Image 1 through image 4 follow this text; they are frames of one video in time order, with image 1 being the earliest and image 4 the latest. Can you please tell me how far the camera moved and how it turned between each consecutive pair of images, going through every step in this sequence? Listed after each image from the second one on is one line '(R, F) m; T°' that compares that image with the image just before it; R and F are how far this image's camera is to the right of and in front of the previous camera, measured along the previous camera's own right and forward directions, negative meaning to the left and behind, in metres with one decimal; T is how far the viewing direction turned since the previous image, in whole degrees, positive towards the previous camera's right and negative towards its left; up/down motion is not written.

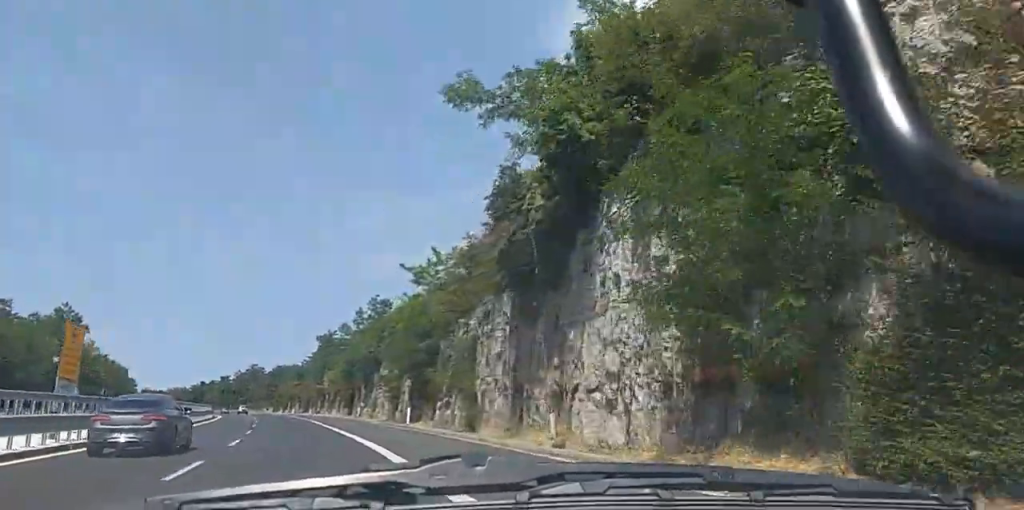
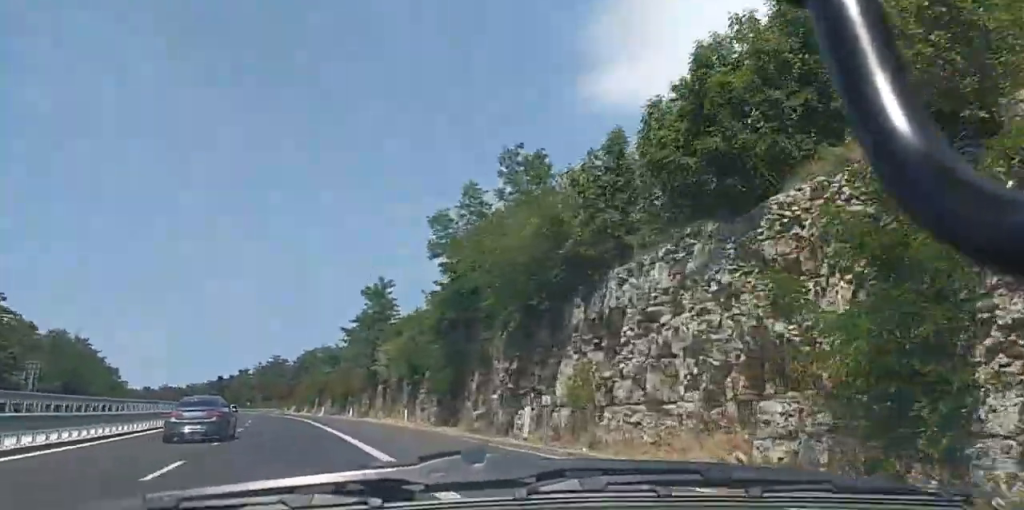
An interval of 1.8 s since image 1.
(+1.6, +48.0) m; +2°
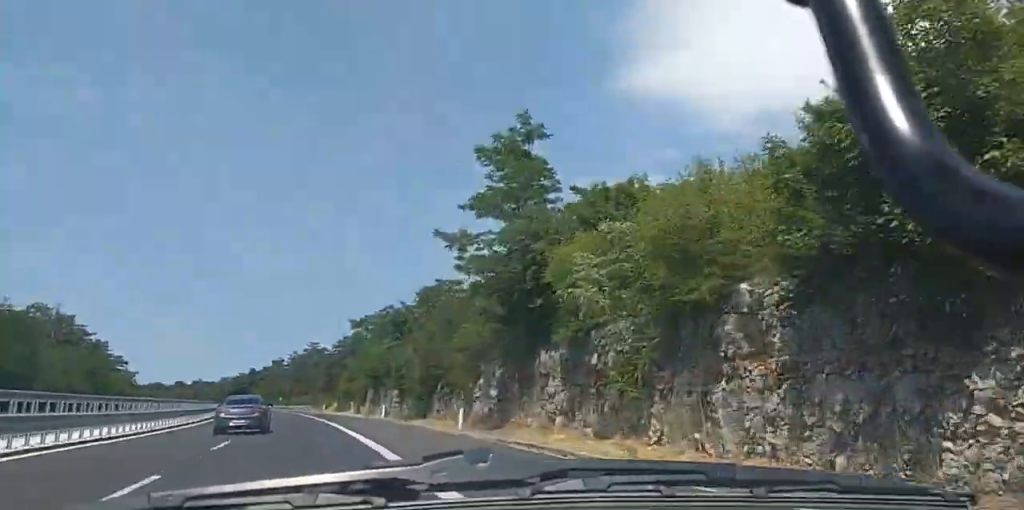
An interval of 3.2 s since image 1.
(-0.9, +38.6) m; 0°
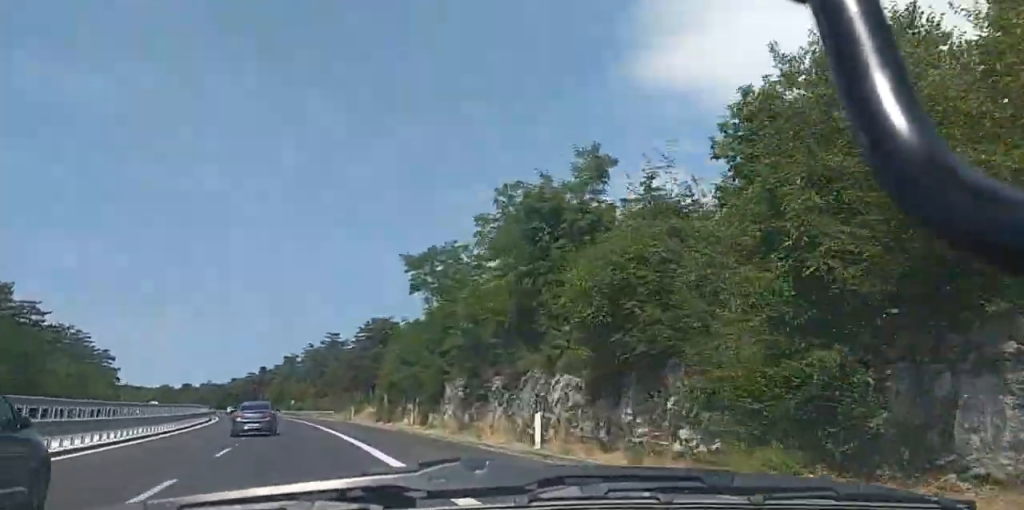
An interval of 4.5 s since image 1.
(+0.9, +34.5) m; -1°
